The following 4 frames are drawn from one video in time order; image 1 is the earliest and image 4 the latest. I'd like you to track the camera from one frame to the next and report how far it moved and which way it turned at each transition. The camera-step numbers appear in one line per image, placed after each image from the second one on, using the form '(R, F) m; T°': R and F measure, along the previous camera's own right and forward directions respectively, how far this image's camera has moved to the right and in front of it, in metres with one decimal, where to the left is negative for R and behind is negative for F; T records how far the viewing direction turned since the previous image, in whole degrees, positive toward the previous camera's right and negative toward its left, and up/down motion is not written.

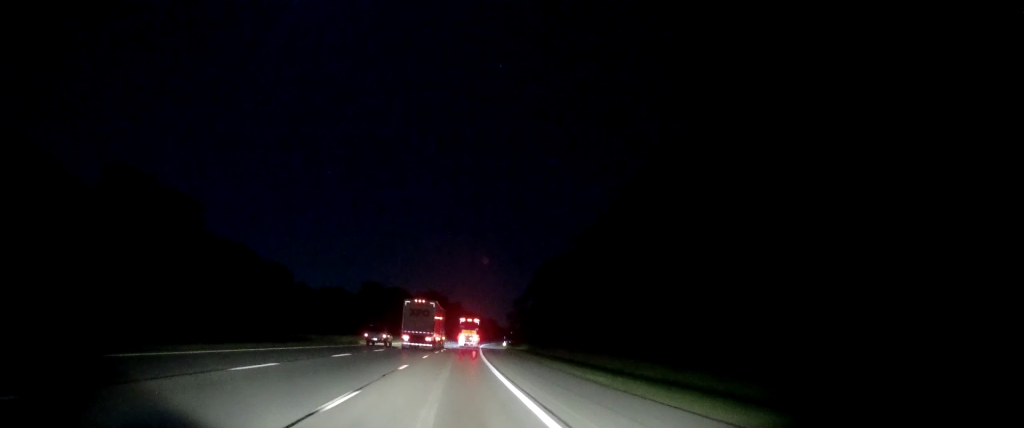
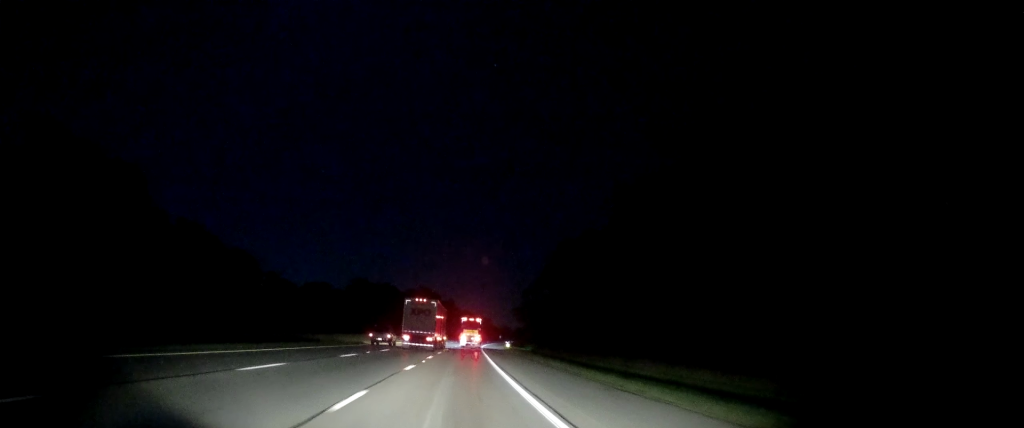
(+0.2, +24.0) m; +2°
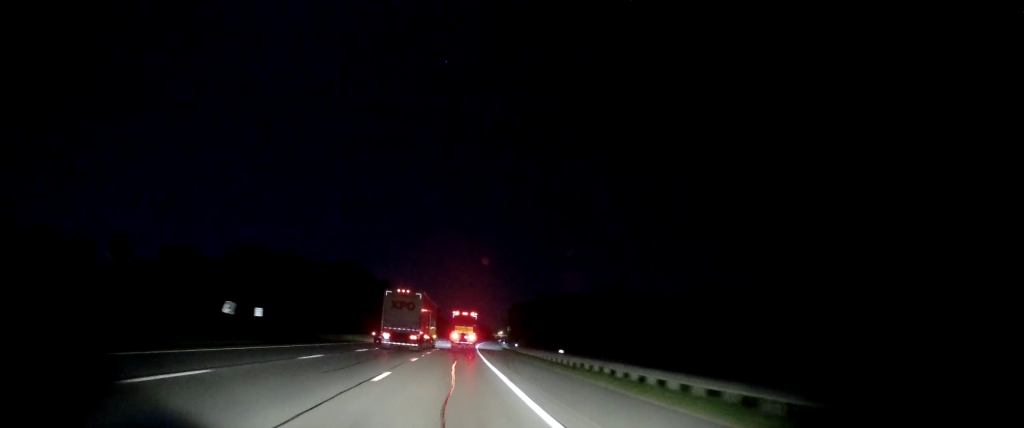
(+3.2, +139.0) m; +3°
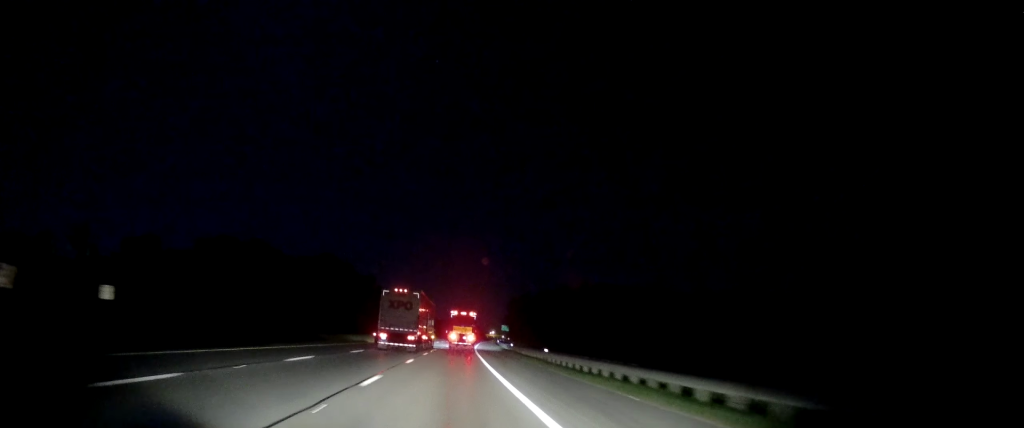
(0.0, +25.8) m; +1°
